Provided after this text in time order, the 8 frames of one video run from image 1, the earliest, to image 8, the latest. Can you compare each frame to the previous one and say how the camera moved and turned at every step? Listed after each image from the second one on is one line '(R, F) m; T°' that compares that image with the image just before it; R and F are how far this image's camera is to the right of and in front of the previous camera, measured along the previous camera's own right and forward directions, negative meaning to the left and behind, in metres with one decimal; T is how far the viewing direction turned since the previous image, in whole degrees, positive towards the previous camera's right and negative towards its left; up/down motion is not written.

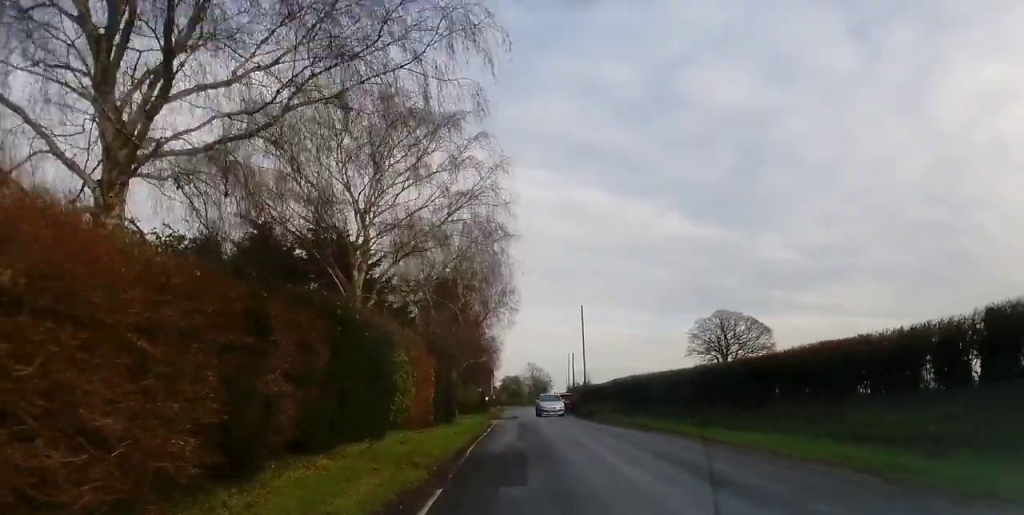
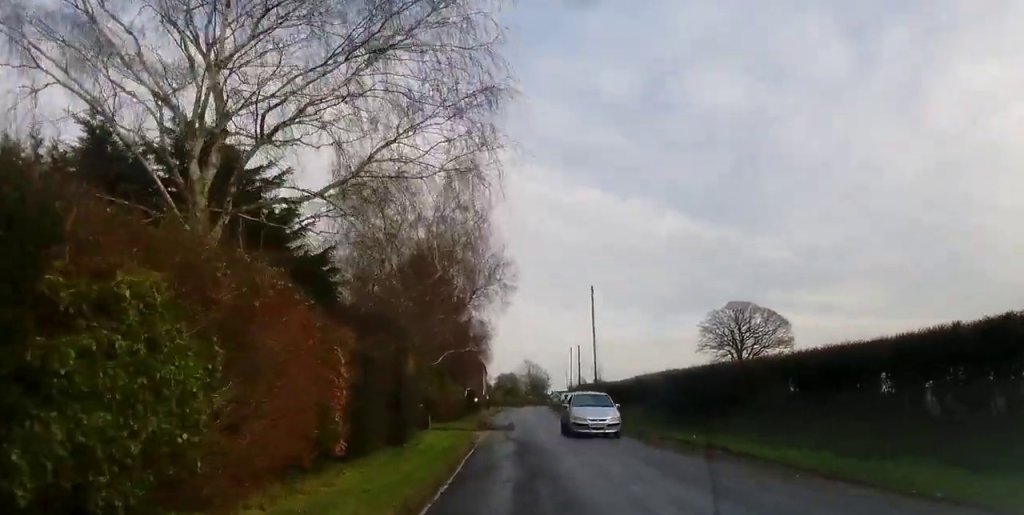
(+0.1, +12.3) m; 0°
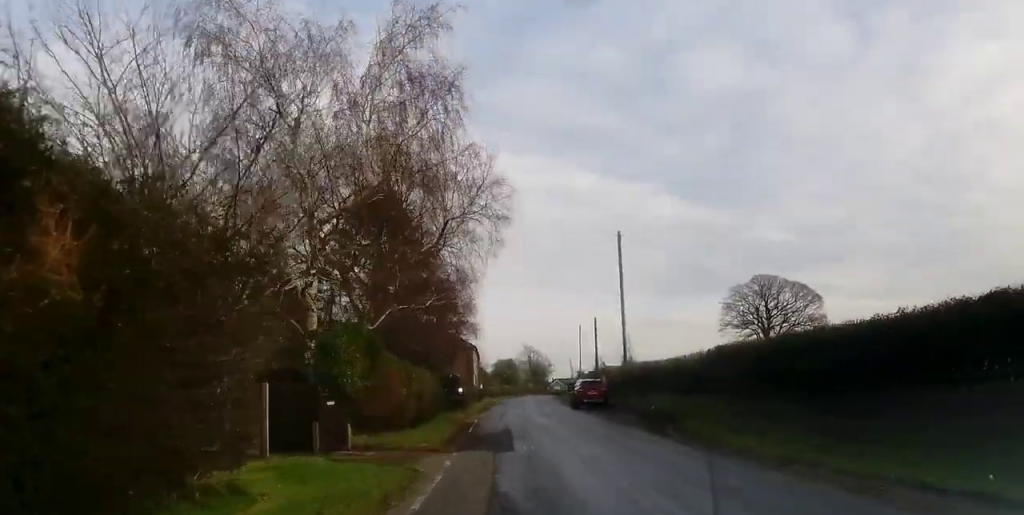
(-0.2, +15.6) m; 0°
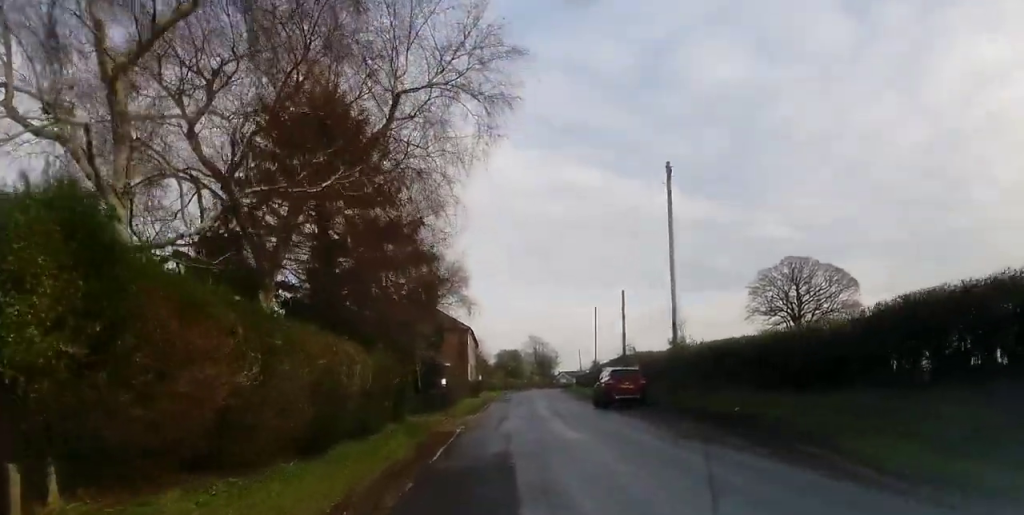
(+0.2, +12.1) m; -1°
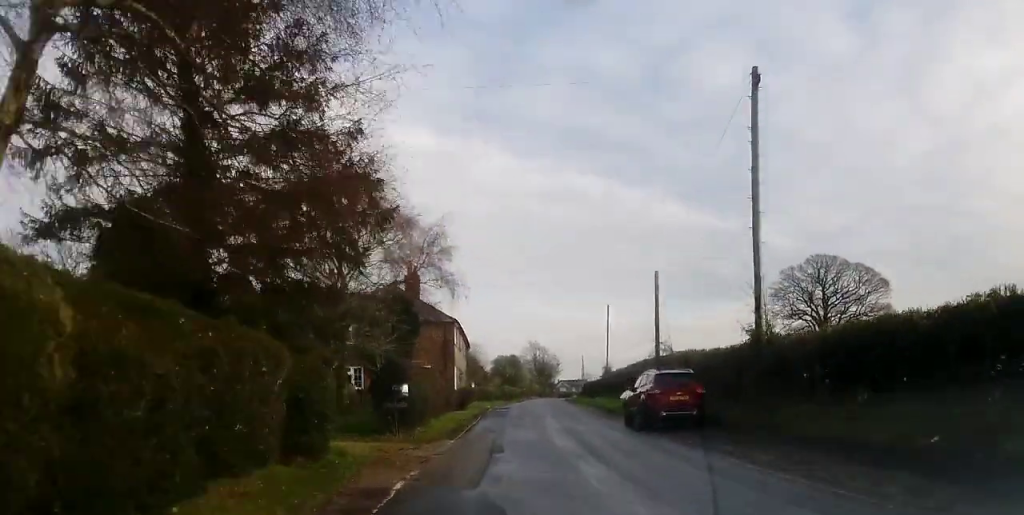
(-0.3, +10.5) m; -1°
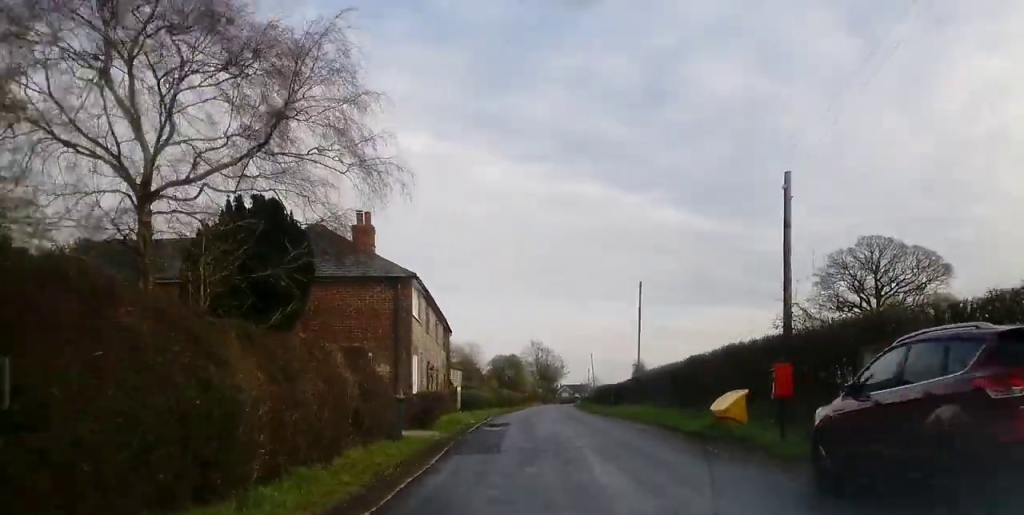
(-0.1, +16.1) m; 0°
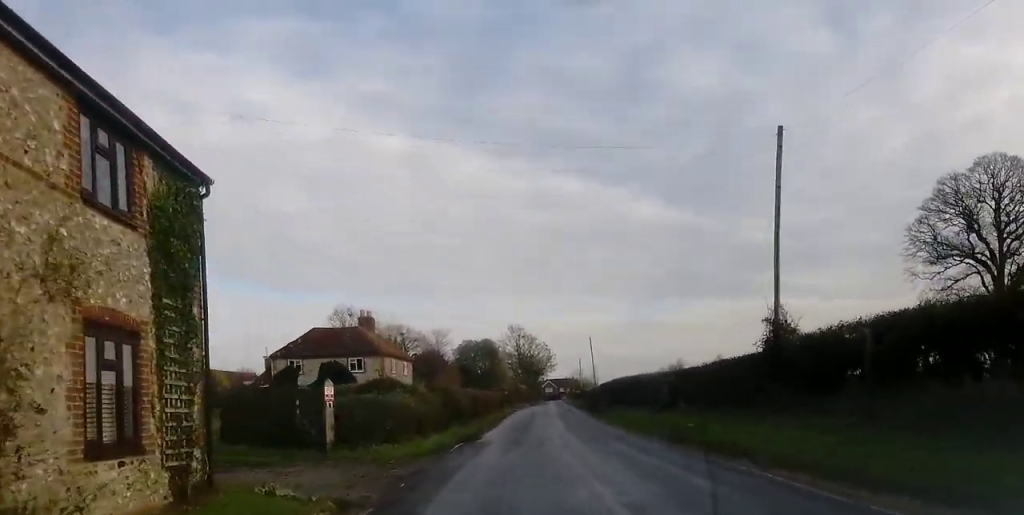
(+0.9, +28.6) m; +4°
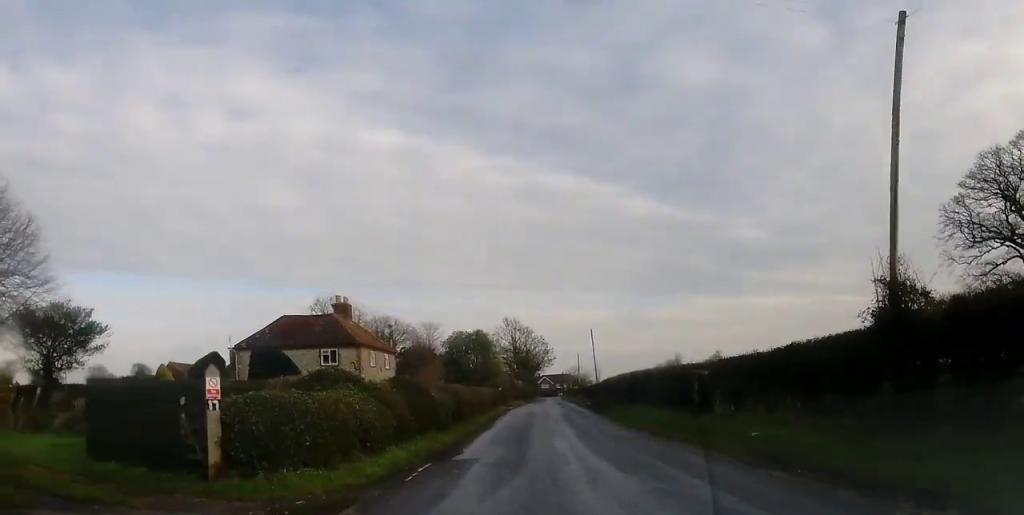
(0.0, +6.7) m; 0°
